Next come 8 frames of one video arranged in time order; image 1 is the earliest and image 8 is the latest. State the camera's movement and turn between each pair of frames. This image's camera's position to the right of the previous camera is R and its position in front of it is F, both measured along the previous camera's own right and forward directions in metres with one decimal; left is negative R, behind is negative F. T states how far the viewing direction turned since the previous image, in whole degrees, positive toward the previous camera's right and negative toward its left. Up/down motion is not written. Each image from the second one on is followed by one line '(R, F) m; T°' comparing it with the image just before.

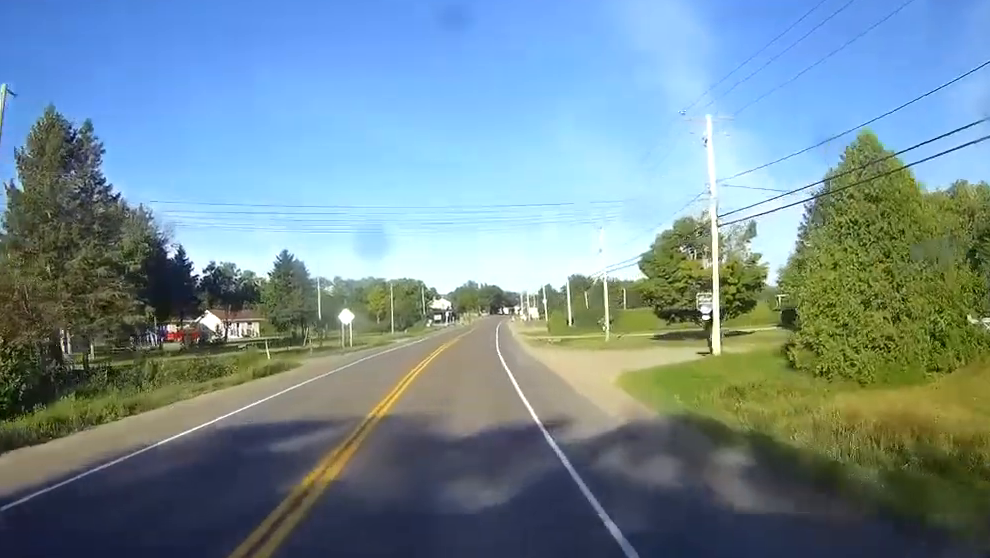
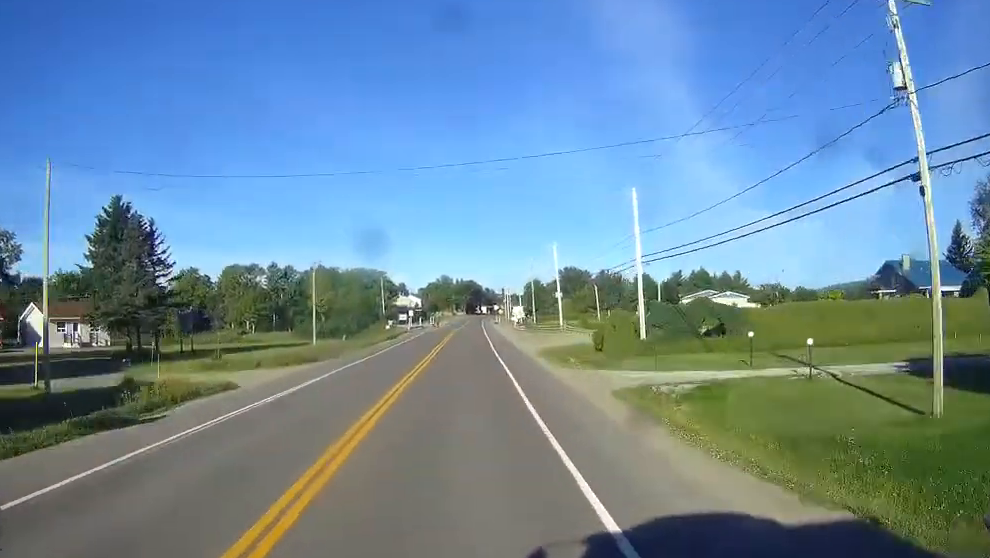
(+1.1, +52.5) m; +2°
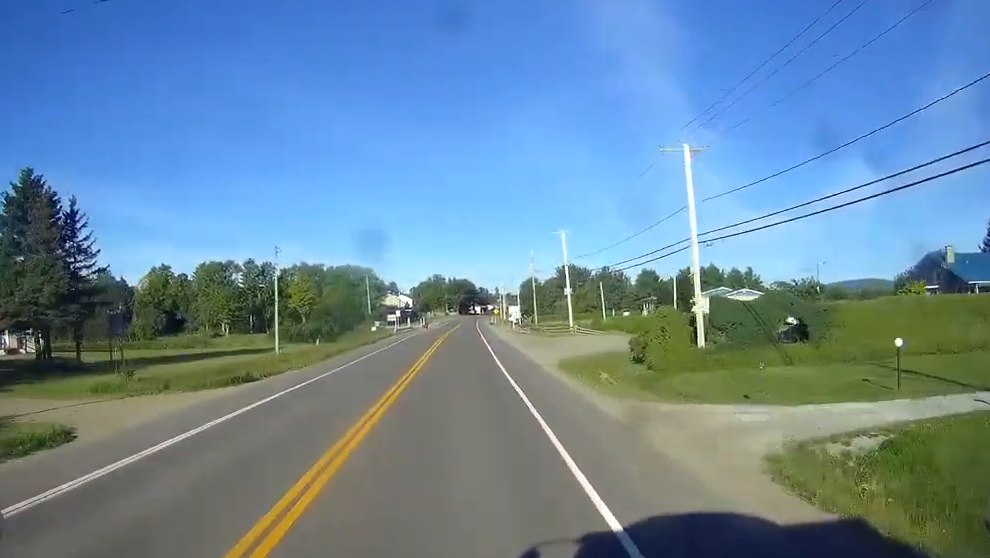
(0.0, +14.1) m; 0°
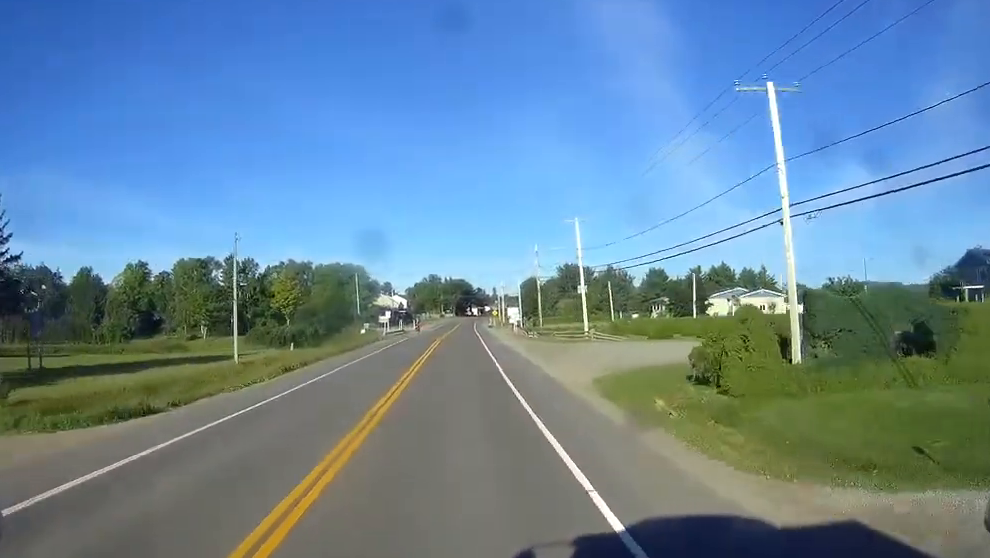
(+0.1, +11.7) m; 0°
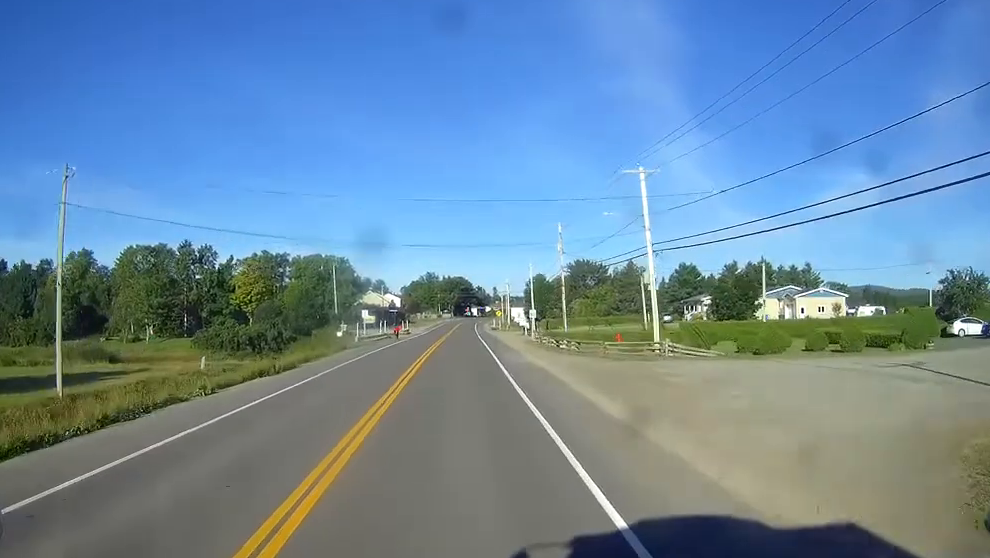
(+0.2, +25.7) m; 0°
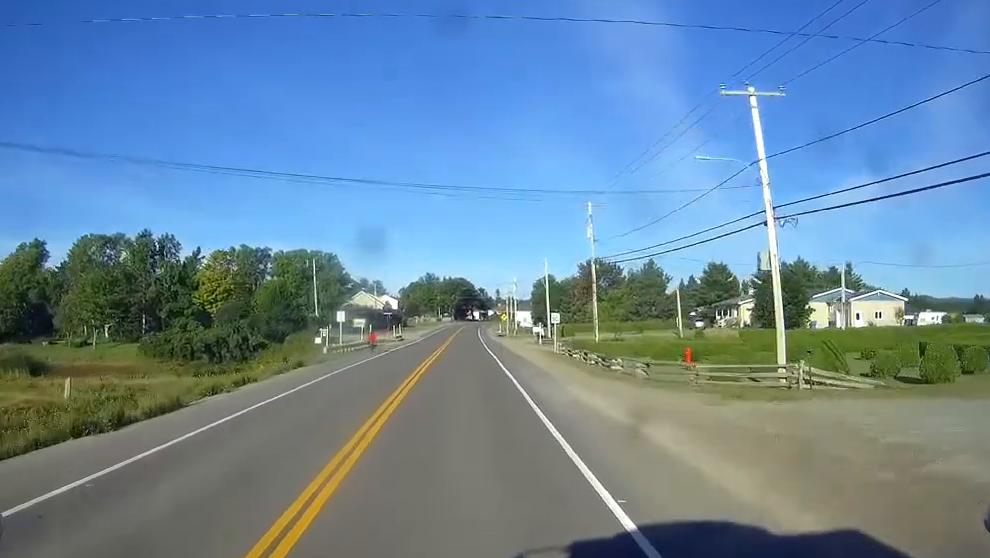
(0.0, +17.9) m; 0°
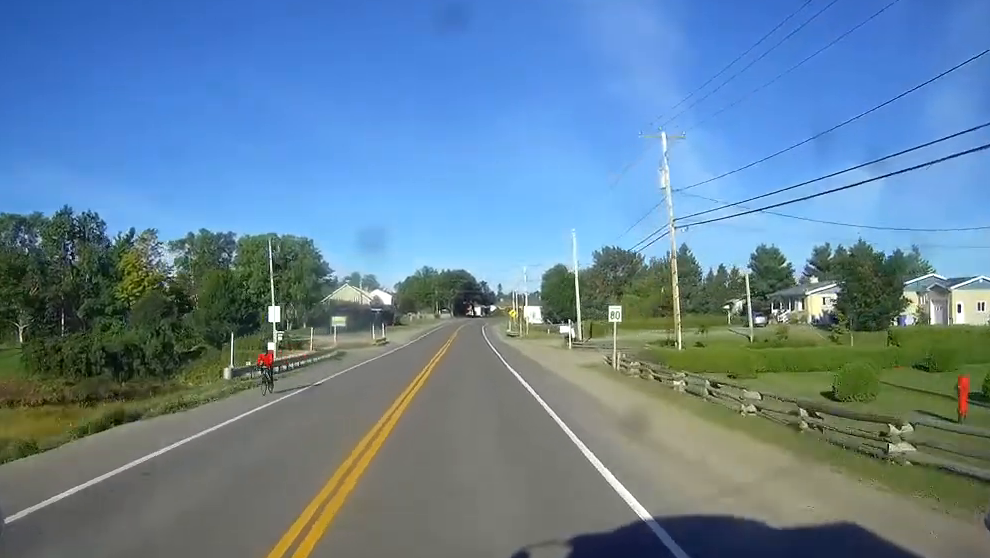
(0.0, +24.1) m; 0°
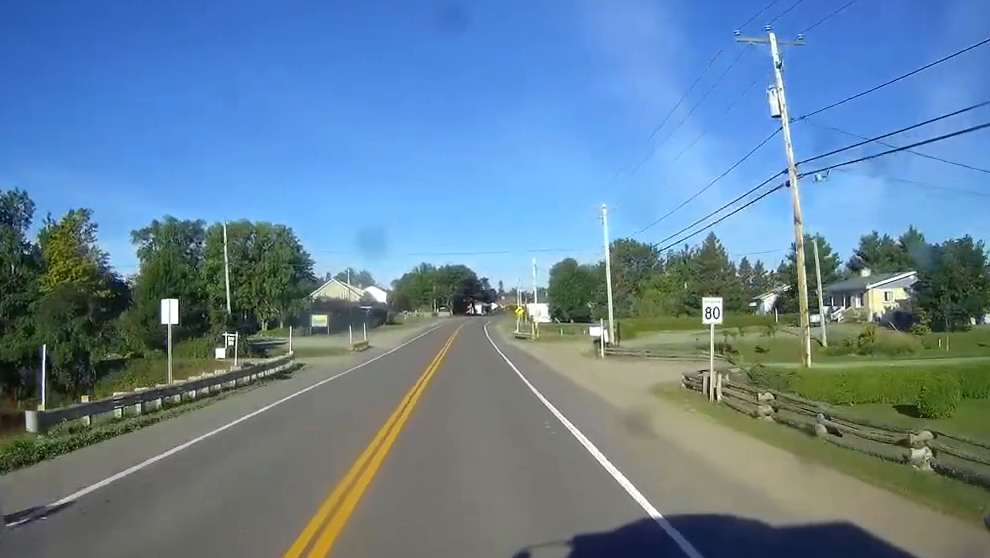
(+0.1, +15.6) m; 0°
